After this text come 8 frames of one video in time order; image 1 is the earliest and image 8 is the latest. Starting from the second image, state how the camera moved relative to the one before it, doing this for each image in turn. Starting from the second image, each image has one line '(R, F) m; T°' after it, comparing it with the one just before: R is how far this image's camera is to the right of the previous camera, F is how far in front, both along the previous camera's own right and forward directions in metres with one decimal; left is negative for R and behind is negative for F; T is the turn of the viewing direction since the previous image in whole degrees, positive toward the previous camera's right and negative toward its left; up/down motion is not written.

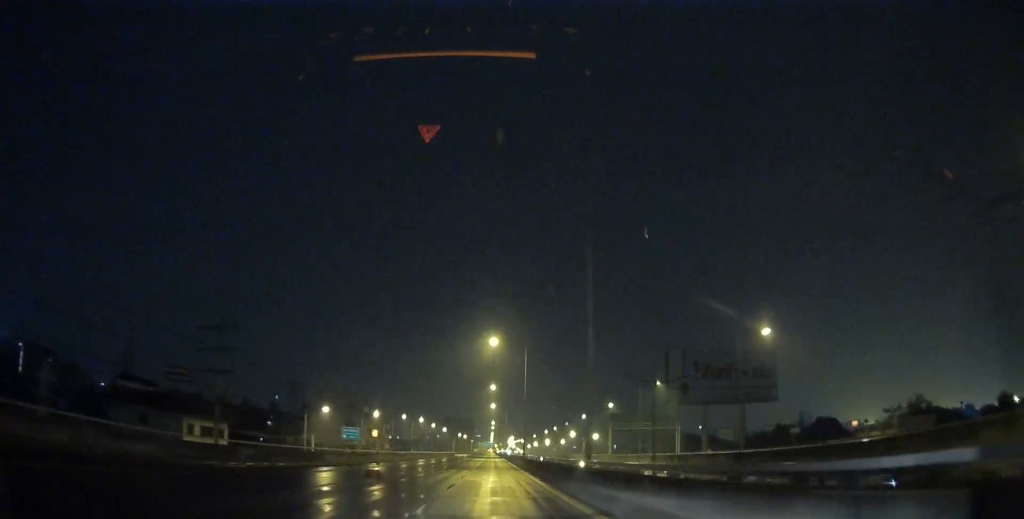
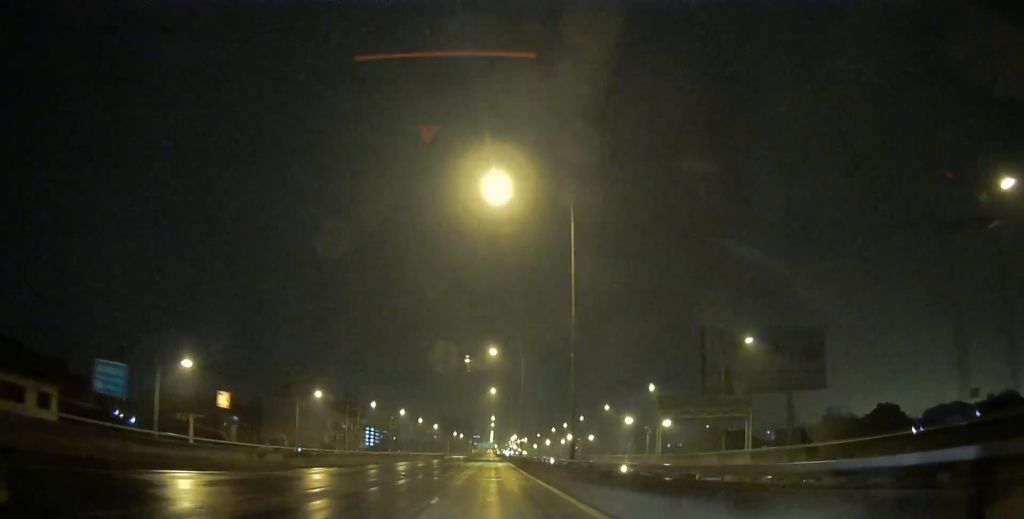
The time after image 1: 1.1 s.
(+0.1, +31.9) m; 0°
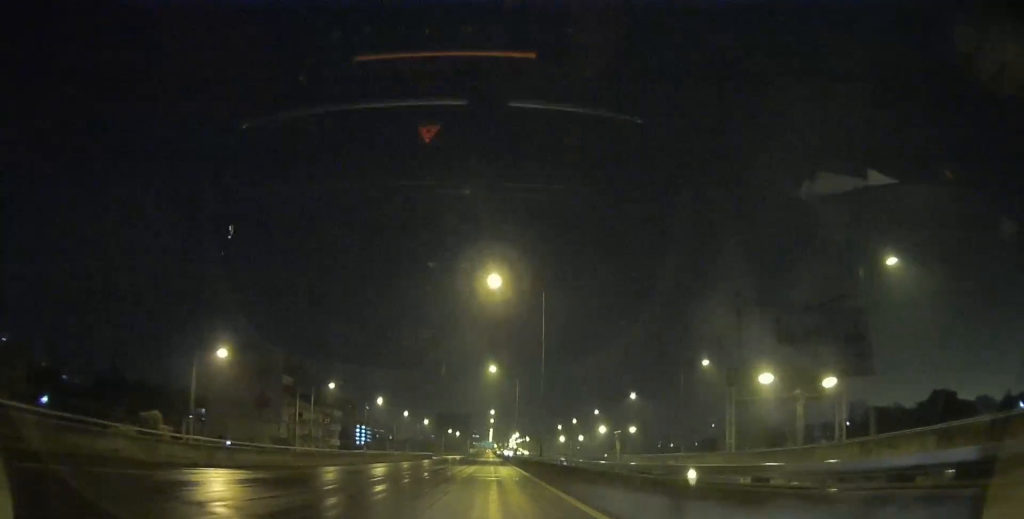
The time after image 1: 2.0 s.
(+0.1, +24.7) m; 0°
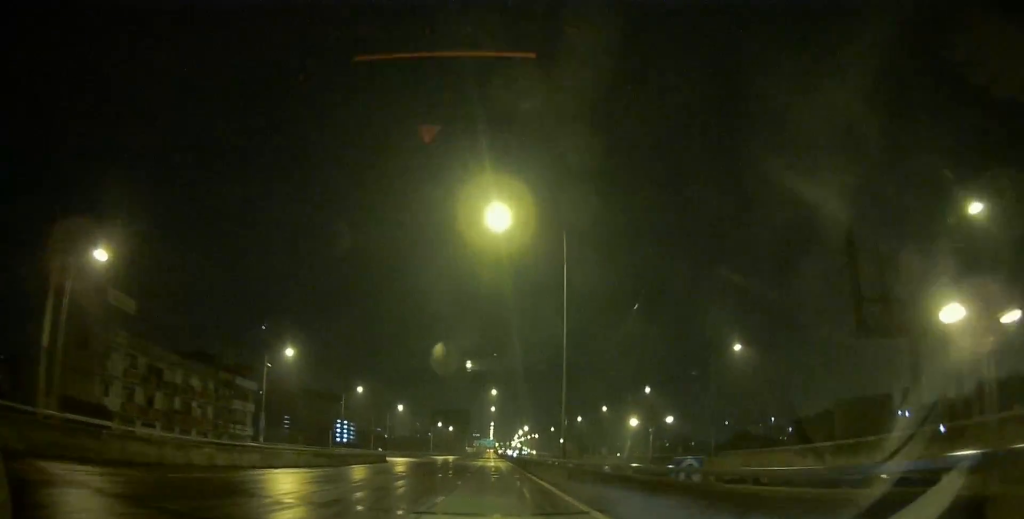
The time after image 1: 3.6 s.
(+0.1, +46.3) m; 0°
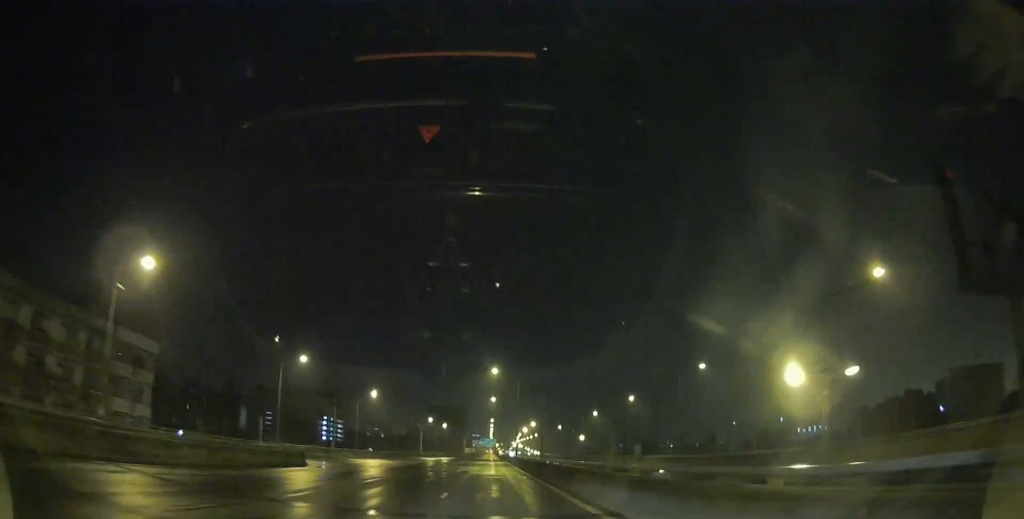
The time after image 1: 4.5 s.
(-0.1, +26.0) m; 0°
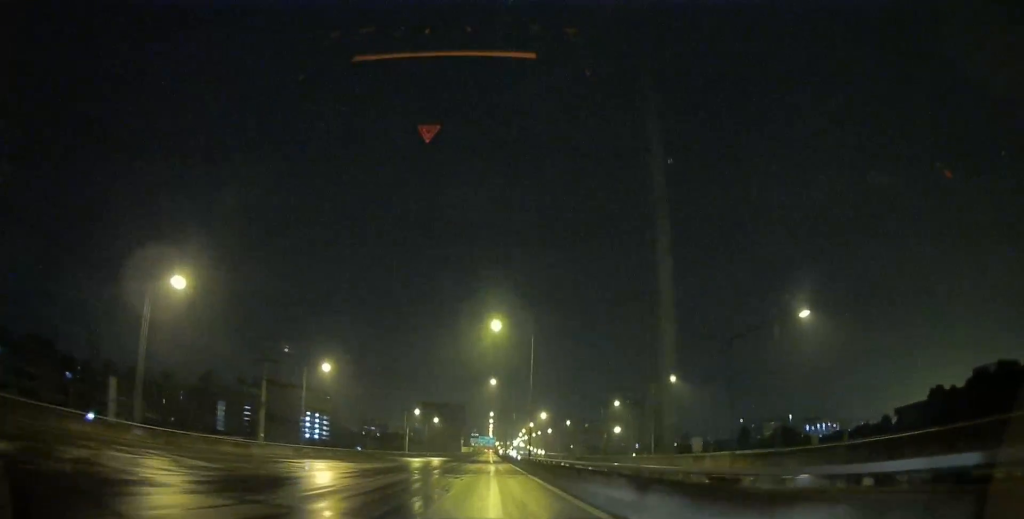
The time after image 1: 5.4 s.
(0.0, +26.5) m; 0°
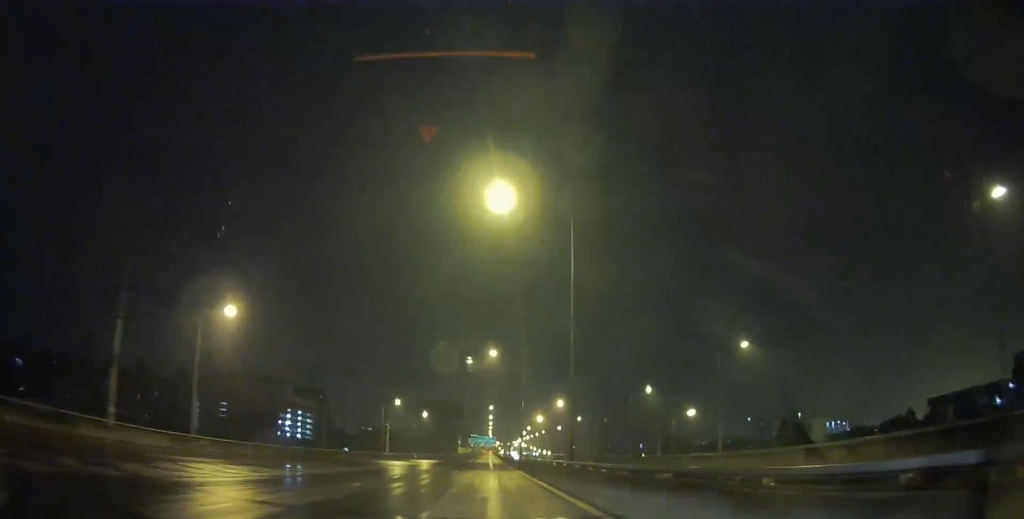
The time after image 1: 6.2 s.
(0.0, +24.0) m; 0°
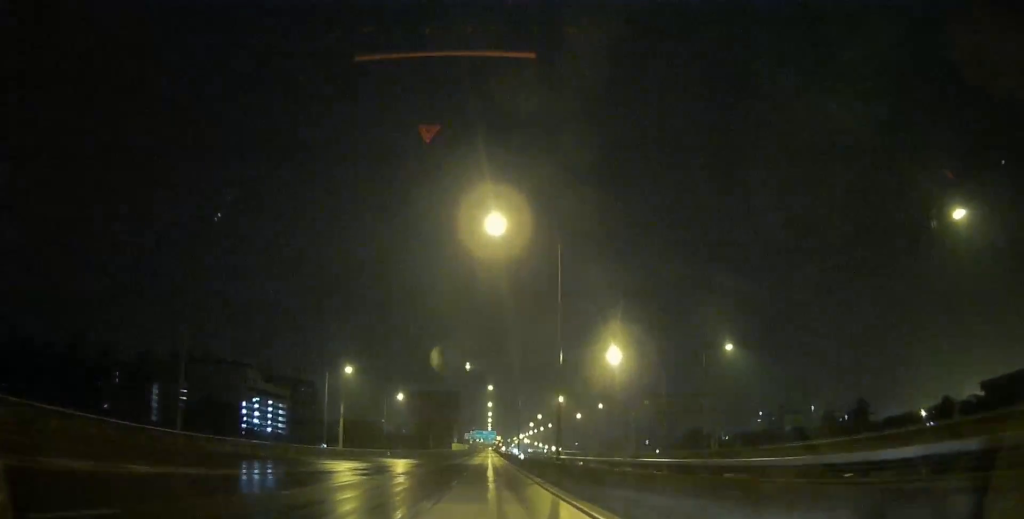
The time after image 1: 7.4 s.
(0.0, +33.7) m; 0°
